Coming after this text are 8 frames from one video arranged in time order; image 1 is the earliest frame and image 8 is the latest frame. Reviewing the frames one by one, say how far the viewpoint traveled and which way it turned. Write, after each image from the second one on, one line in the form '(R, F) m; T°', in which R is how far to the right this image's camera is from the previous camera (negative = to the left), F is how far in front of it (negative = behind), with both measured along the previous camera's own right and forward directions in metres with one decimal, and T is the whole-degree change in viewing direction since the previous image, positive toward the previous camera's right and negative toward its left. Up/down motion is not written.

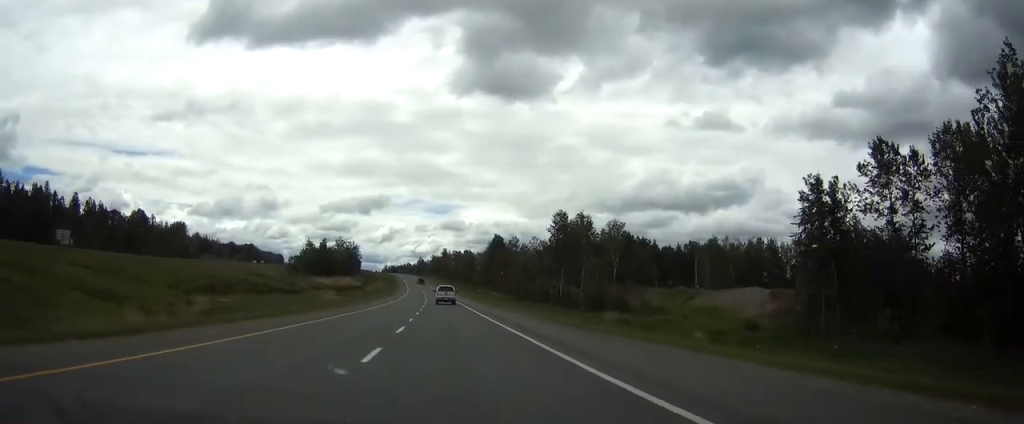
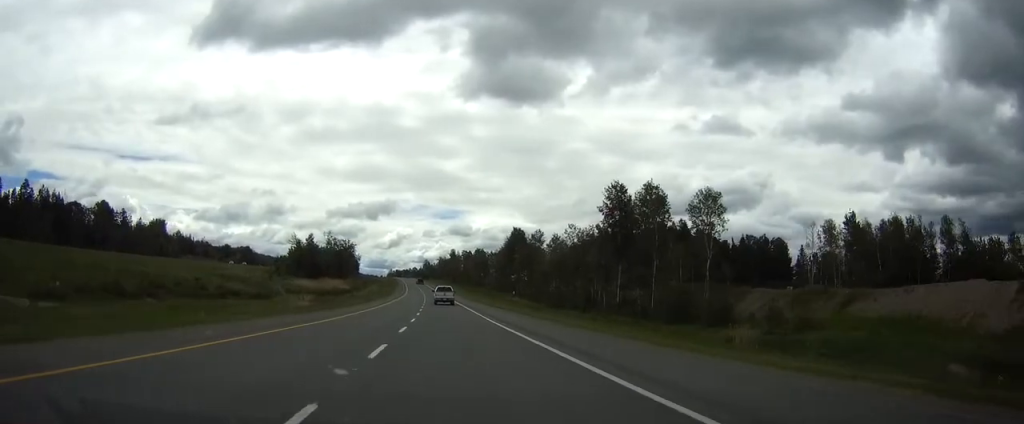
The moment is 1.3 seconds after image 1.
(-0.2, +43.7) m; -1°
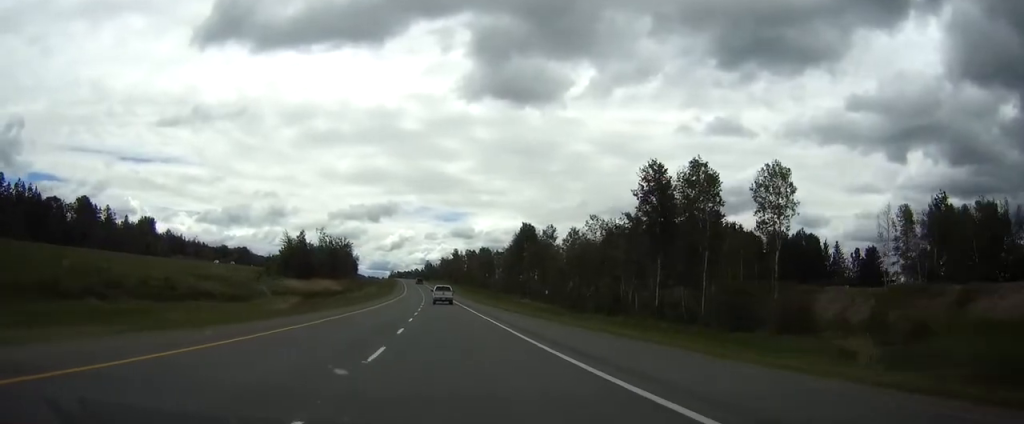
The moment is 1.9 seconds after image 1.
(0.0, +18.6) m; 0°
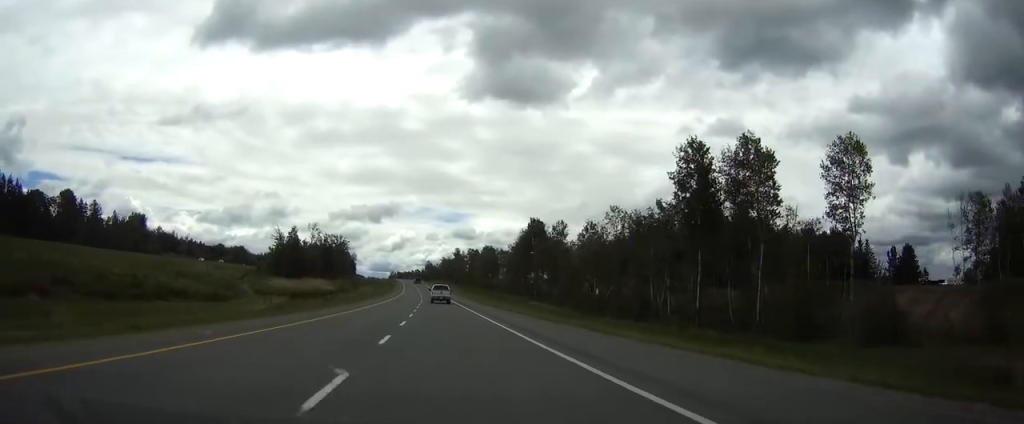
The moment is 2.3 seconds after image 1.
(-0.1, +14.2) m; 0°
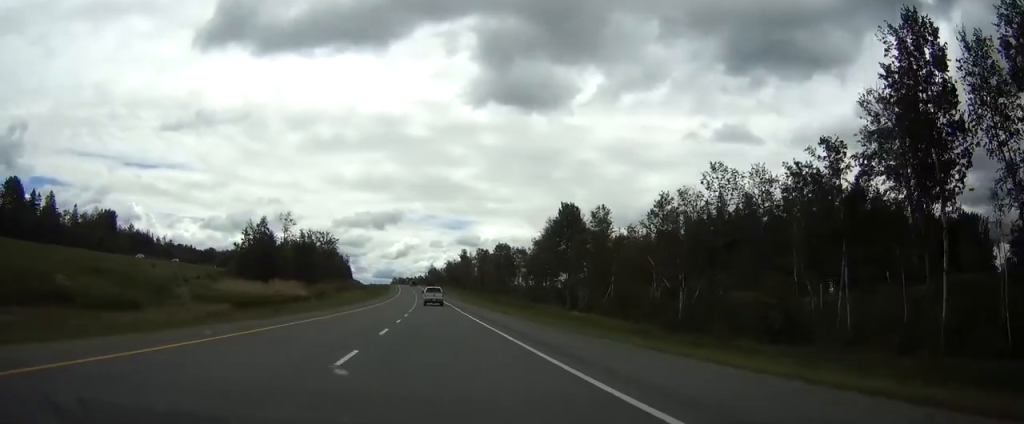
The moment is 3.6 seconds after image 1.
(-0.1, +40.5) m; 0°
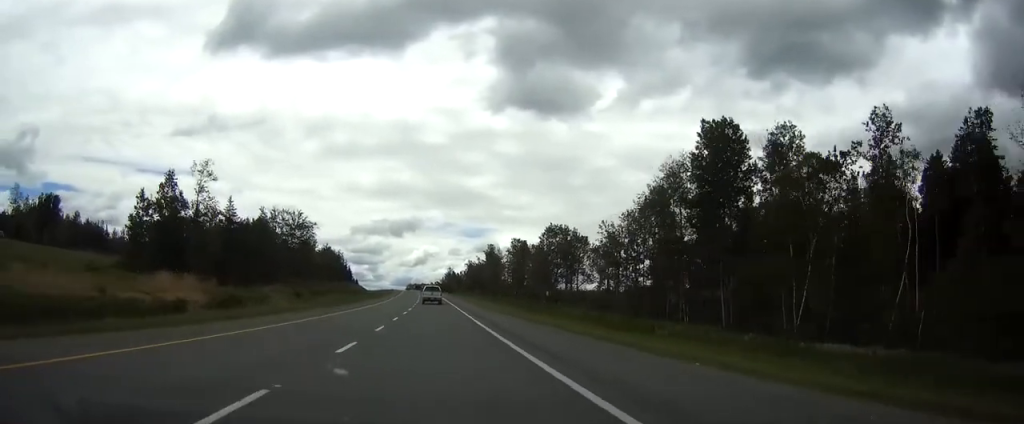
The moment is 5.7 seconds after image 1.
(-0.9, +69.1) m; -2°
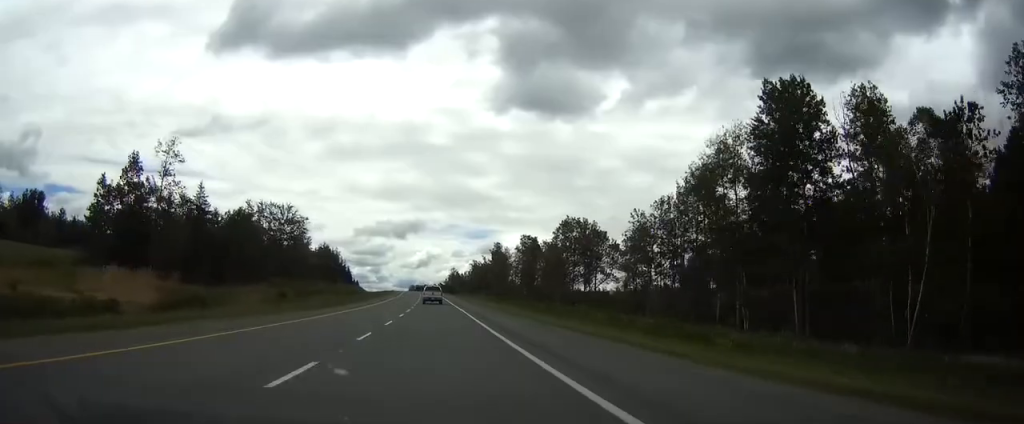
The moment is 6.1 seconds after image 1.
(0.0, +14.3) m; 0°
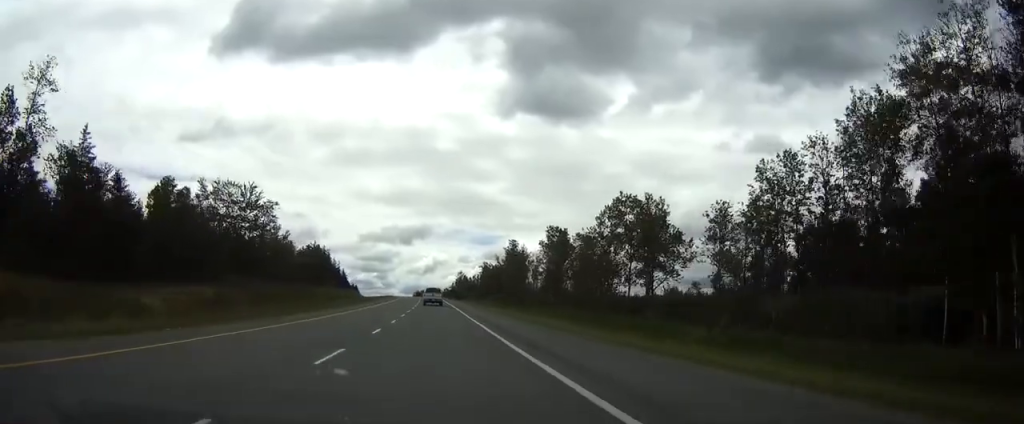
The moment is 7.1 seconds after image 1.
(-0.2, +32.8) m; -1°
